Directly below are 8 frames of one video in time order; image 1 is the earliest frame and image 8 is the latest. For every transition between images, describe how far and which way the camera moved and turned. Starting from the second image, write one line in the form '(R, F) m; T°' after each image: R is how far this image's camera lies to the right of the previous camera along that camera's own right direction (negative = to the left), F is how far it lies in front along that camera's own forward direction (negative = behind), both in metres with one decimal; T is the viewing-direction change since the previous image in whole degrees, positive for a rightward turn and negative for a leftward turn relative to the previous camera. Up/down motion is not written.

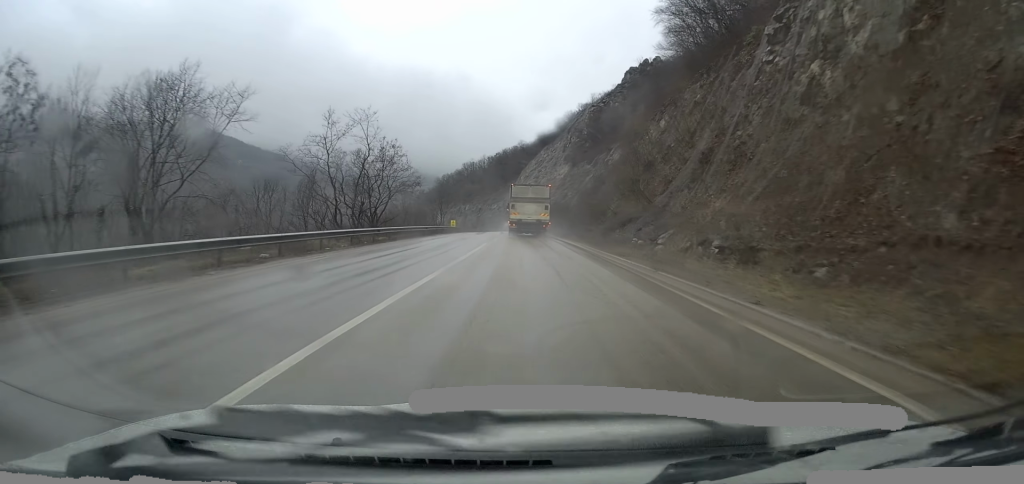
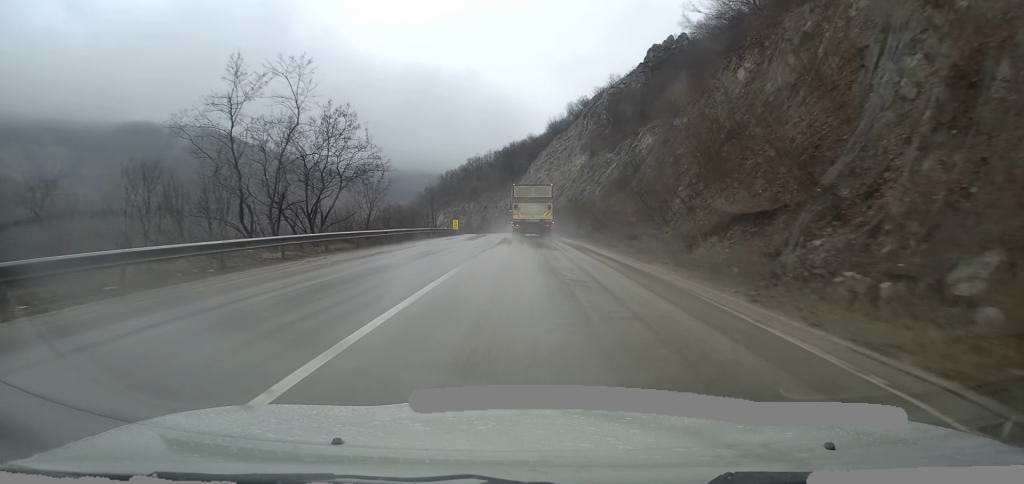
(-0.3, +16.2) m; -2°
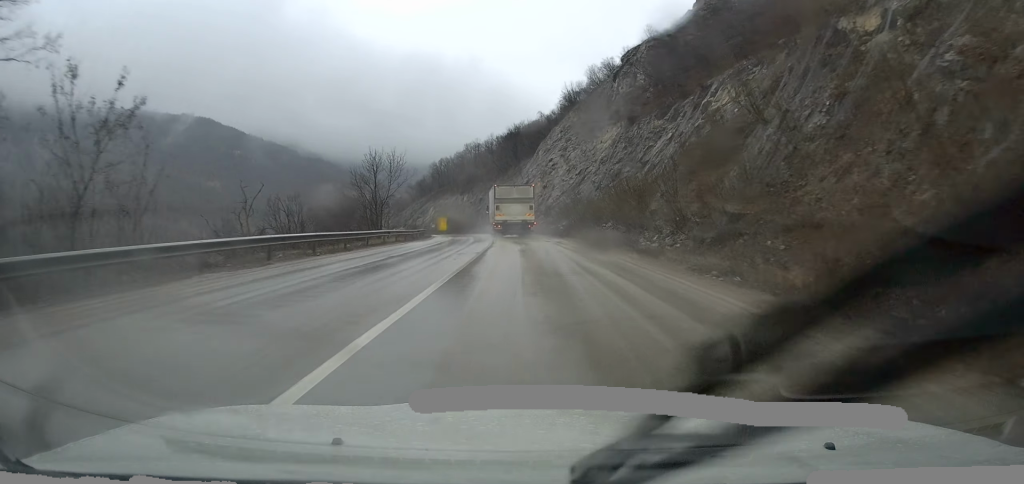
(-0.3, +30.2) m; -1°
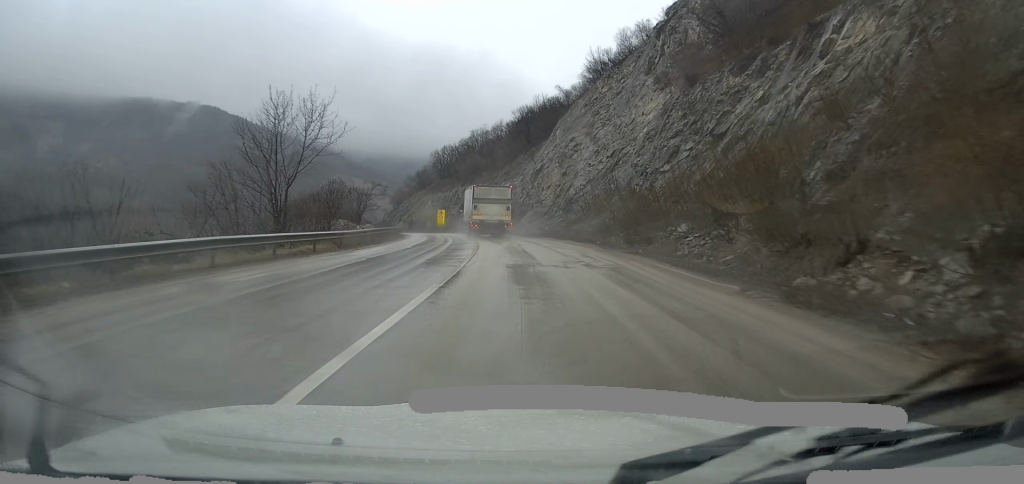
(0.0, +20.4) m; 0°
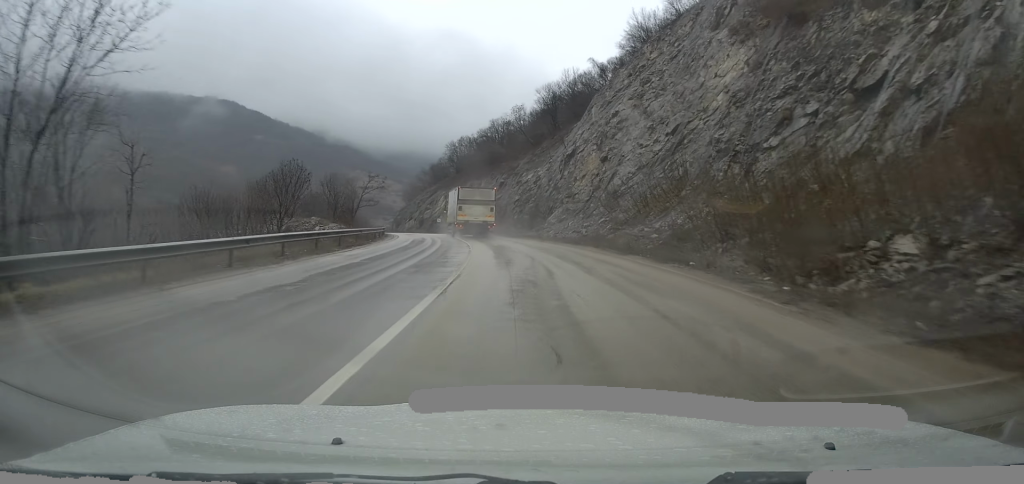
(0.0, +15.4) m; -2°
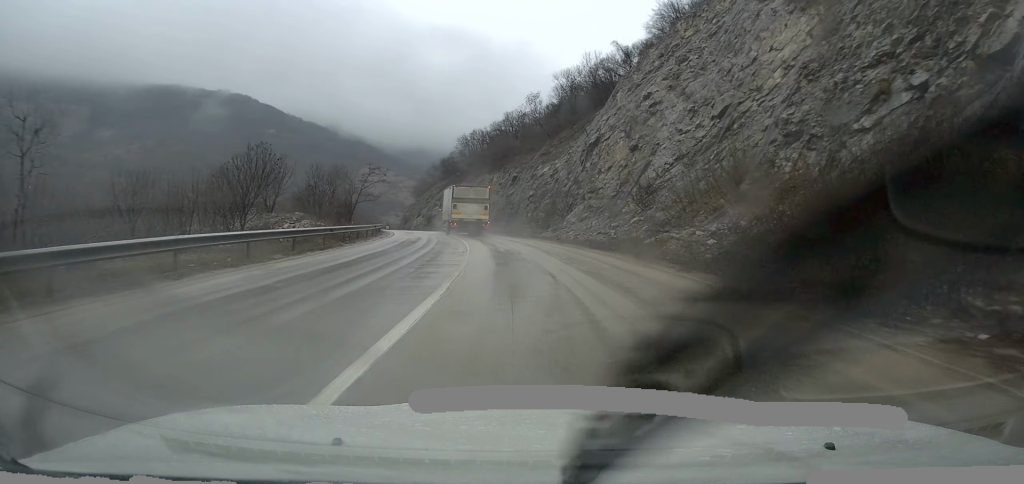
(-0.1, +6.8) m; -1°
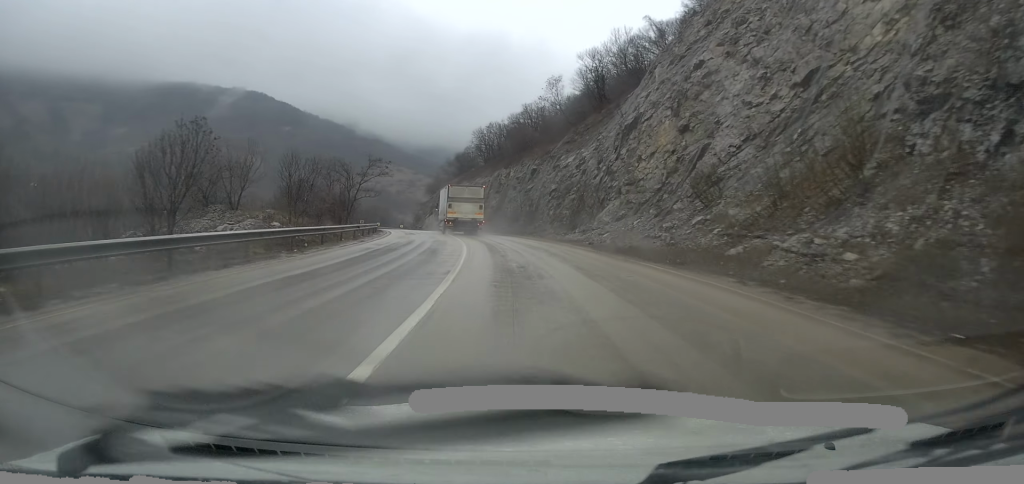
(-0.2, +8.3) m; -2°
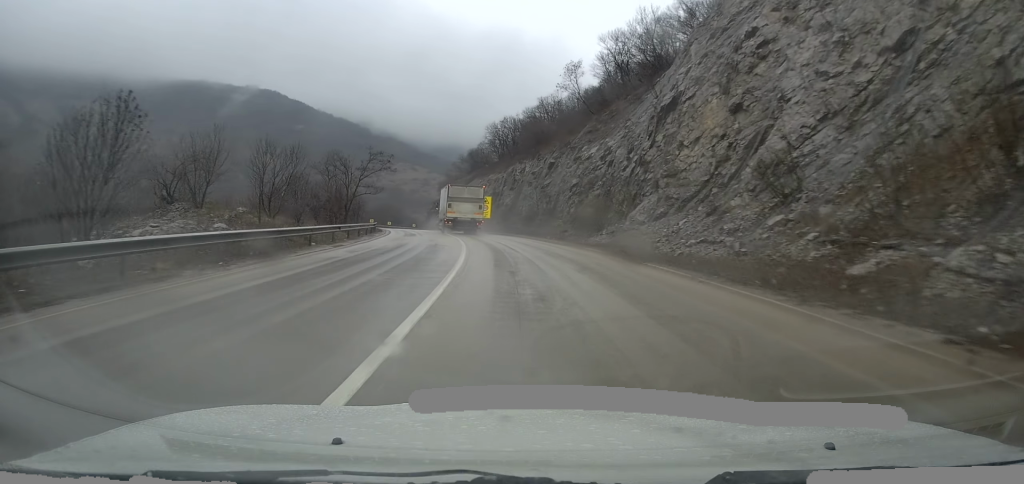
(-0.1, +5.9) m; -1°
